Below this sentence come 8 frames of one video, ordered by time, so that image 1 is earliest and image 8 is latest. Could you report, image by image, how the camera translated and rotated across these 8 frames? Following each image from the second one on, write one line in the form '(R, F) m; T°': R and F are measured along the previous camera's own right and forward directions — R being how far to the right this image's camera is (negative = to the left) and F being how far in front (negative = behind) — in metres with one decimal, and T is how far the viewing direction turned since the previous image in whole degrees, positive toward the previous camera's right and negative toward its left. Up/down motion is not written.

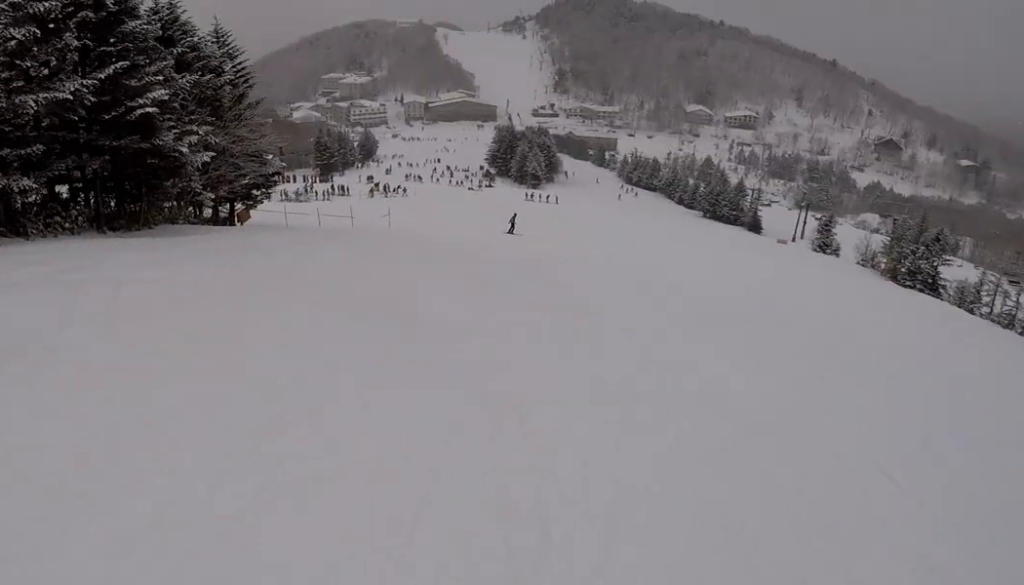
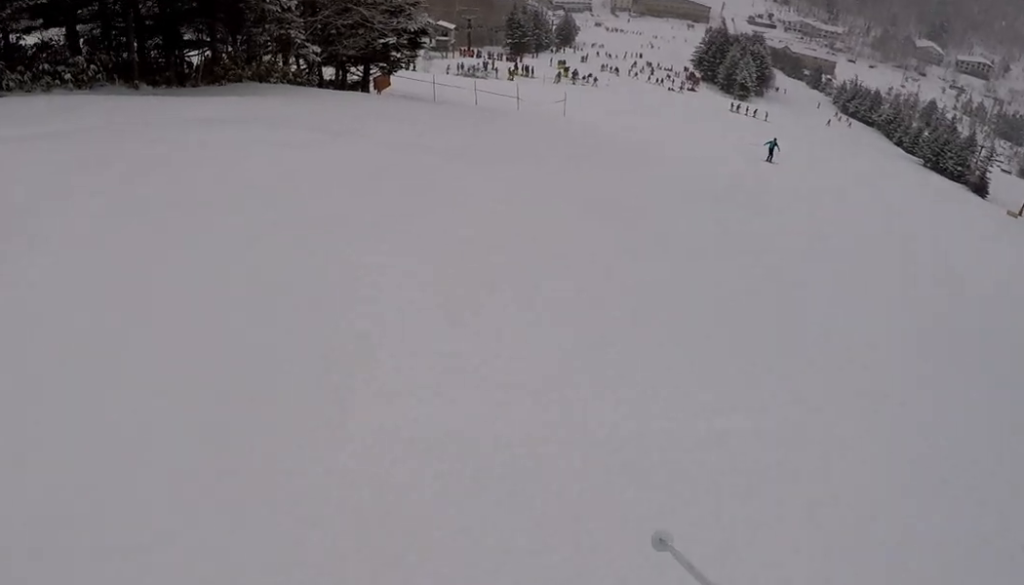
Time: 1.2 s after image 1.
(-1.0, +6.3) m; -15°
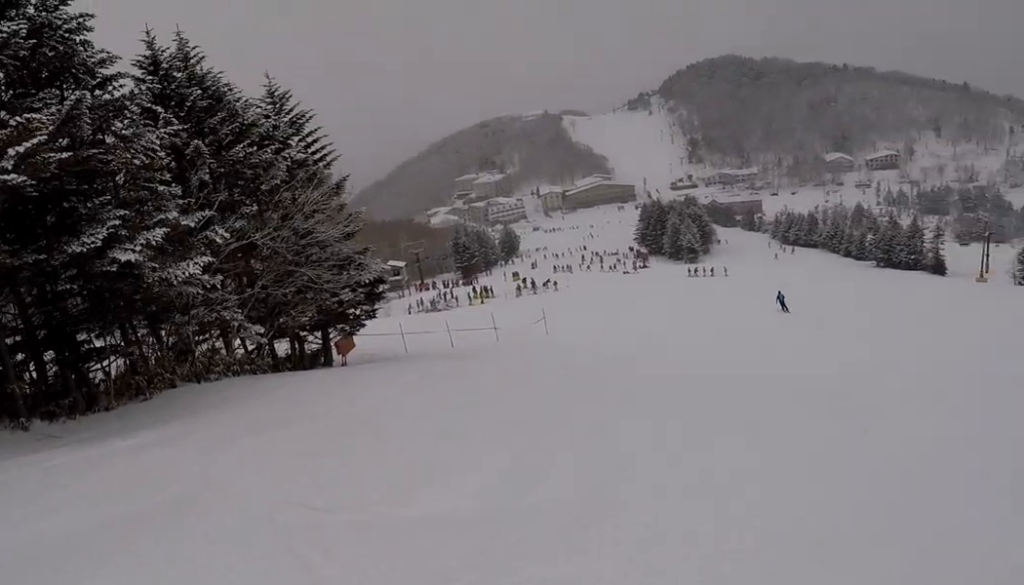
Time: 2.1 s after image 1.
(-0.4, +5.0) m; +8°
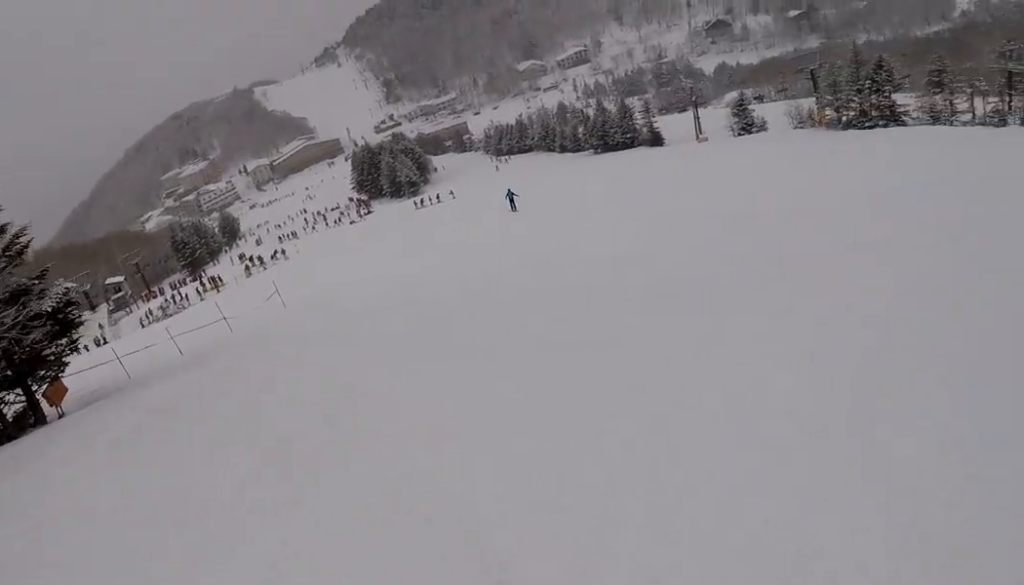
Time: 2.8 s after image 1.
(+0.3, +3.9) m; +16°
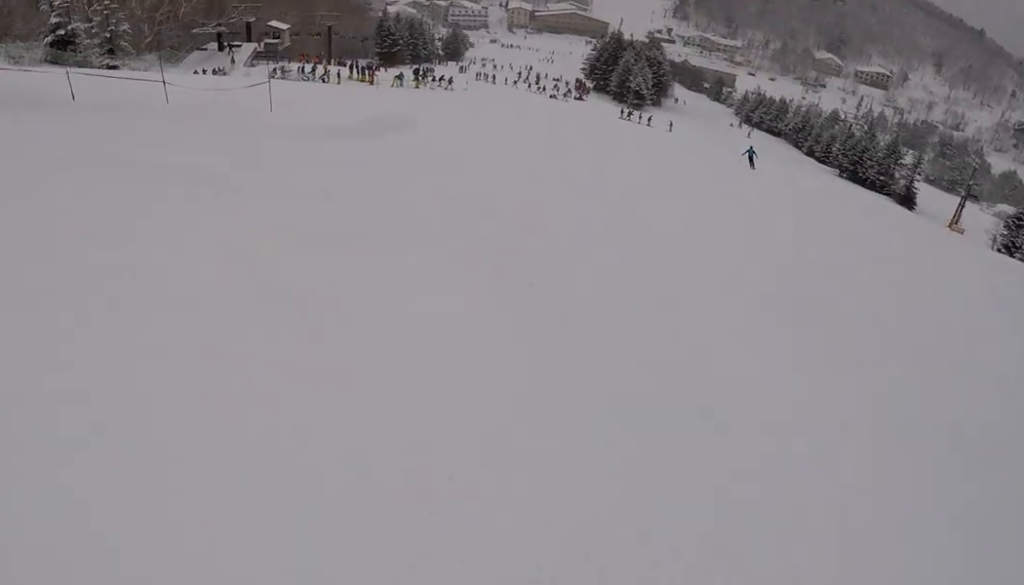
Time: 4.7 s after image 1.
(+0.5, +12.0) m; -21°
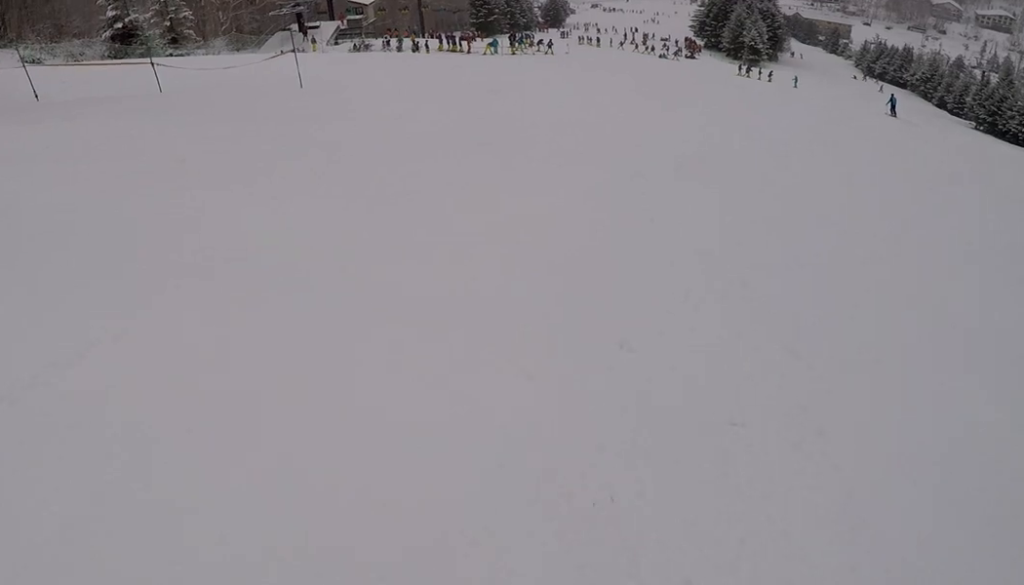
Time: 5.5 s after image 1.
(-1.2, +5.1) m; -8°
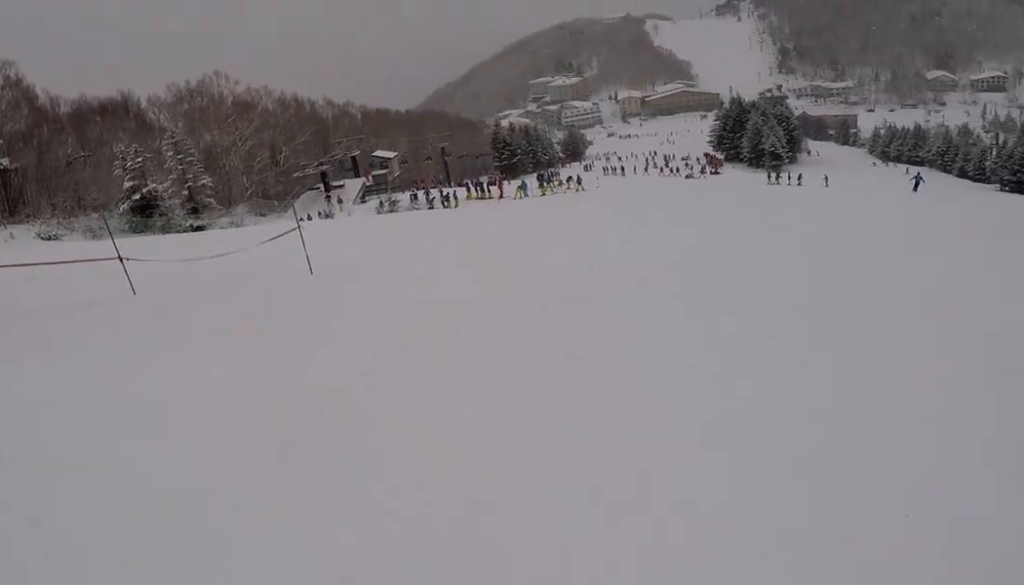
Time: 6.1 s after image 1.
(+0.2, +3.9) m; +13°
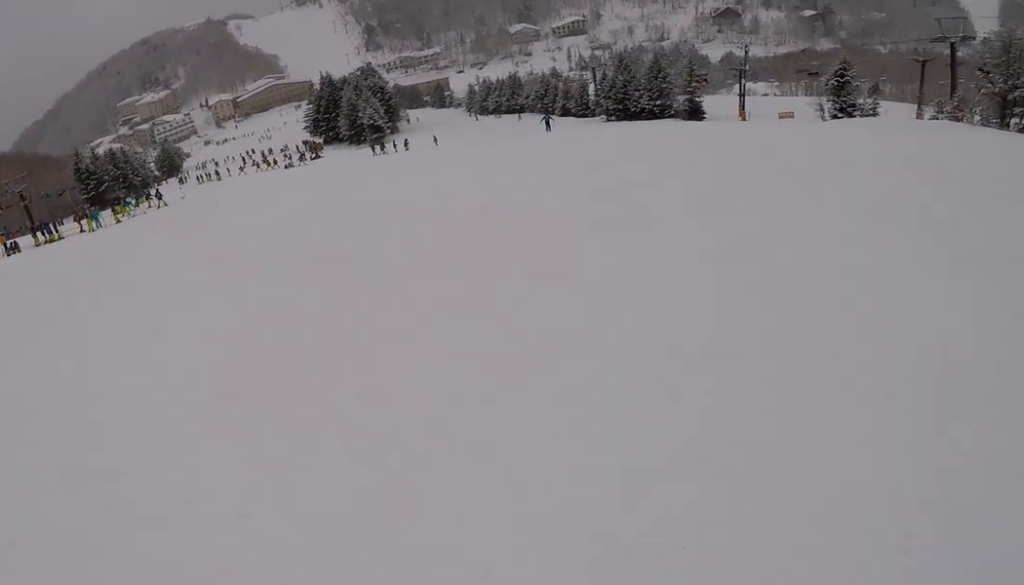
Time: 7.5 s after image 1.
(+2.6, +7.6) m; +22°
